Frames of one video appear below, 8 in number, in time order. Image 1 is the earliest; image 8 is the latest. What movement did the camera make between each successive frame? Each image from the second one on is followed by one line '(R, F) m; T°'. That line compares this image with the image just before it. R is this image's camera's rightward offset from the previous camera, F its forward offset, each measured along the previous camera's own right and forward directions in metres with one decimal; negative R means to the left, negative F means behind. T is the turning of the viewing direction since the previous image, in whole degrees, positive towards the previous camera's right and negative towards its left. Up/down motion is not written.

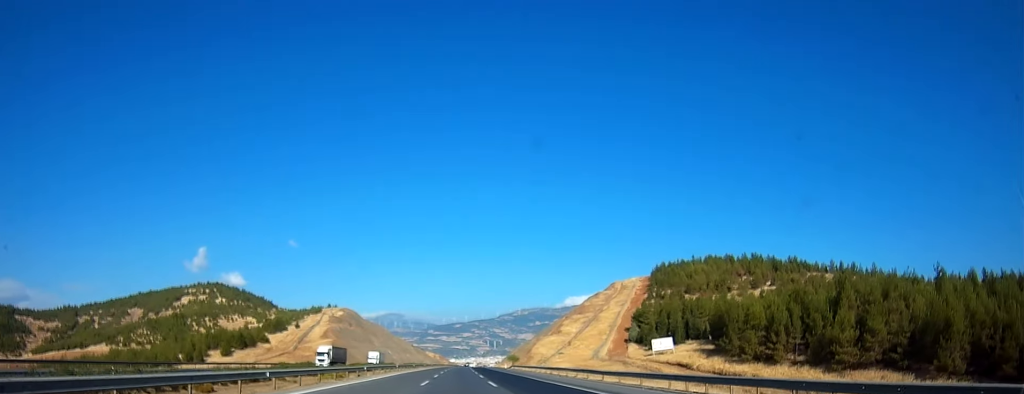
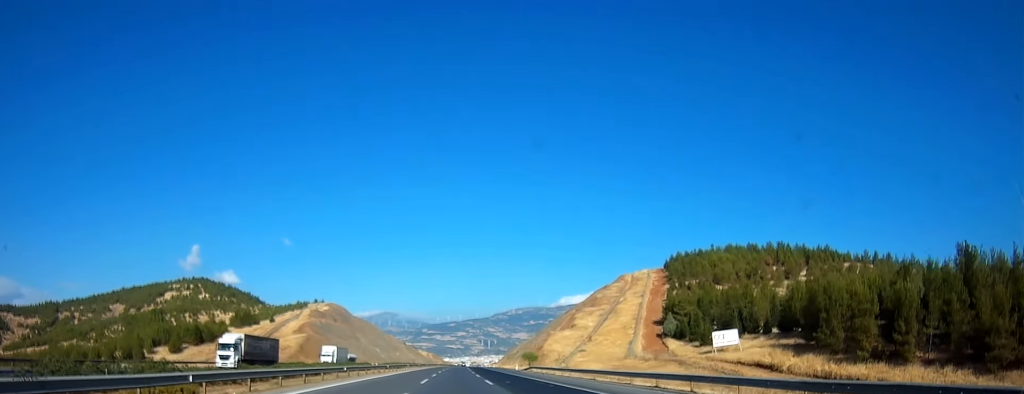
(+0.2, +30.6) m; +1°
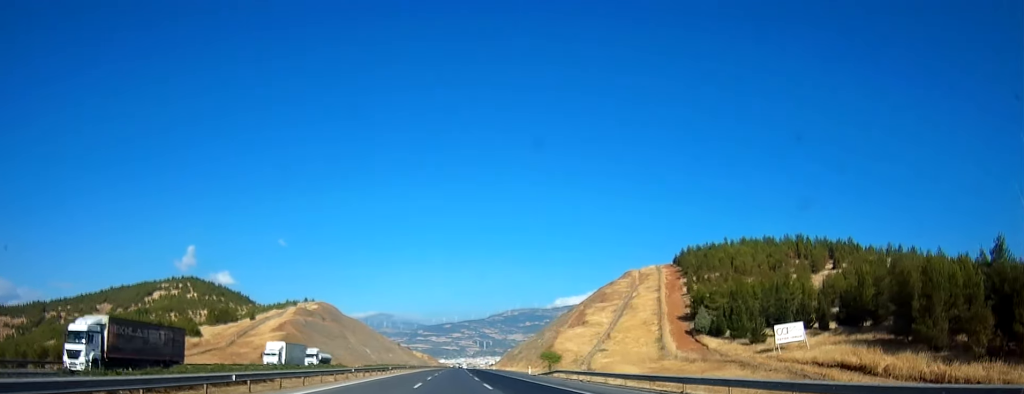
(-0.1, +19.6) m; 0°
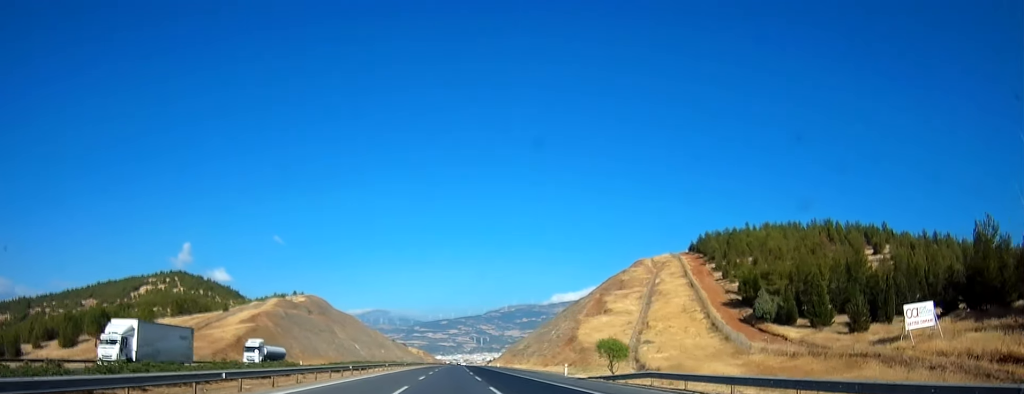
(+0.1, +24.4) m; 0°
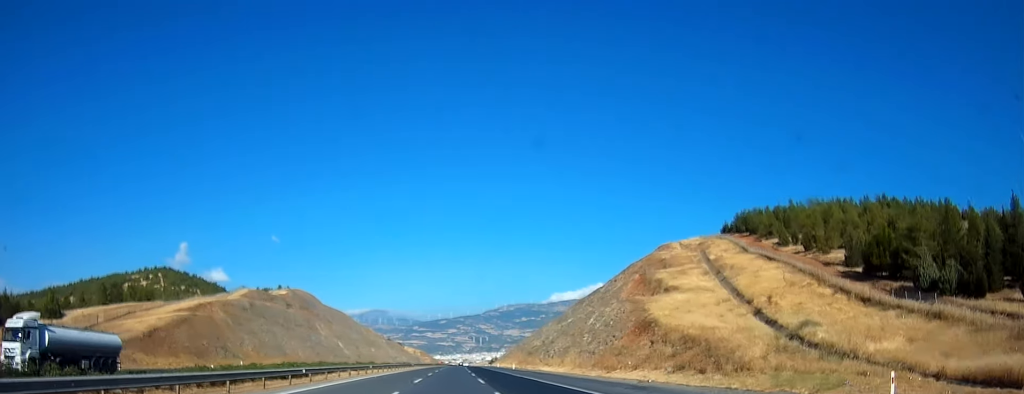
(+0.3, +36.9) m; 0°
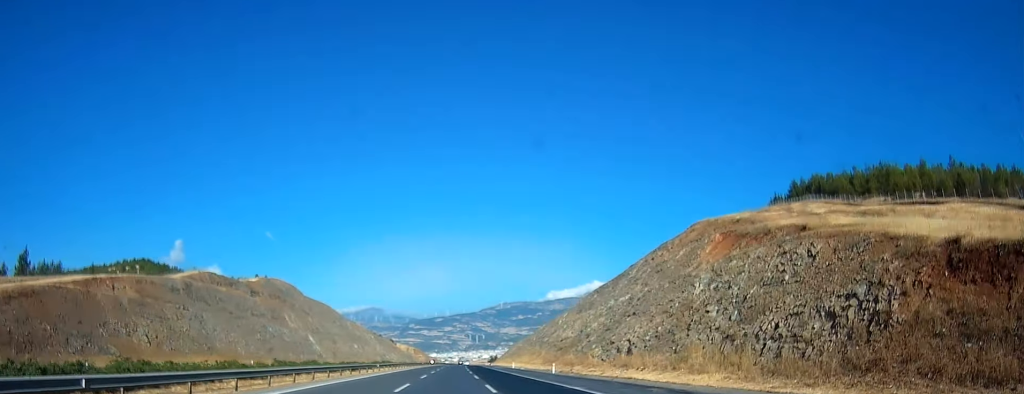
(0.0, +42.9) m; 0°
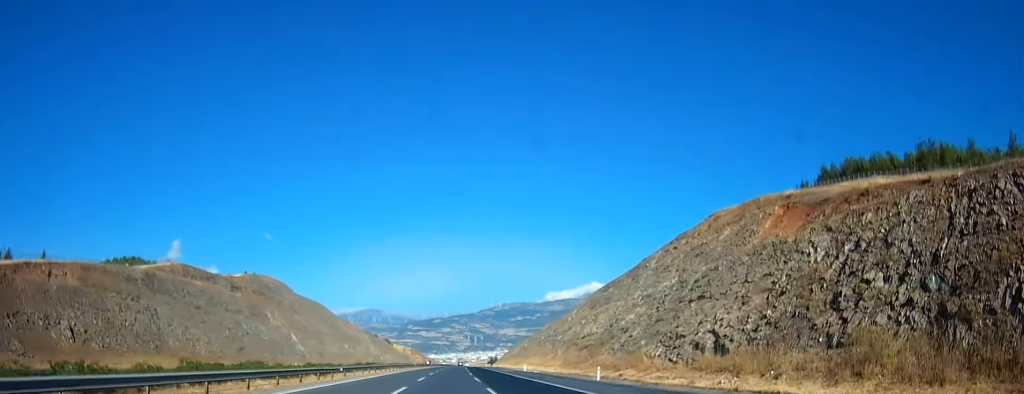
(-0.1, +18.6) m; 0°
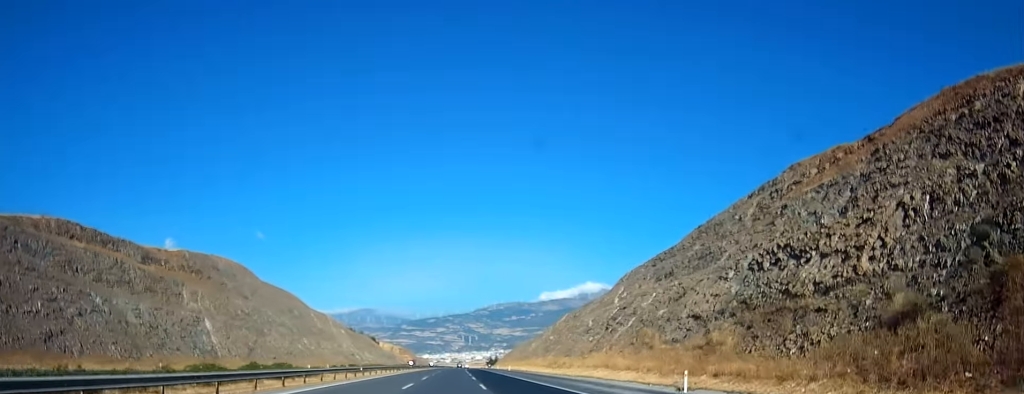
(+0.5, +58.9) m; 0°
